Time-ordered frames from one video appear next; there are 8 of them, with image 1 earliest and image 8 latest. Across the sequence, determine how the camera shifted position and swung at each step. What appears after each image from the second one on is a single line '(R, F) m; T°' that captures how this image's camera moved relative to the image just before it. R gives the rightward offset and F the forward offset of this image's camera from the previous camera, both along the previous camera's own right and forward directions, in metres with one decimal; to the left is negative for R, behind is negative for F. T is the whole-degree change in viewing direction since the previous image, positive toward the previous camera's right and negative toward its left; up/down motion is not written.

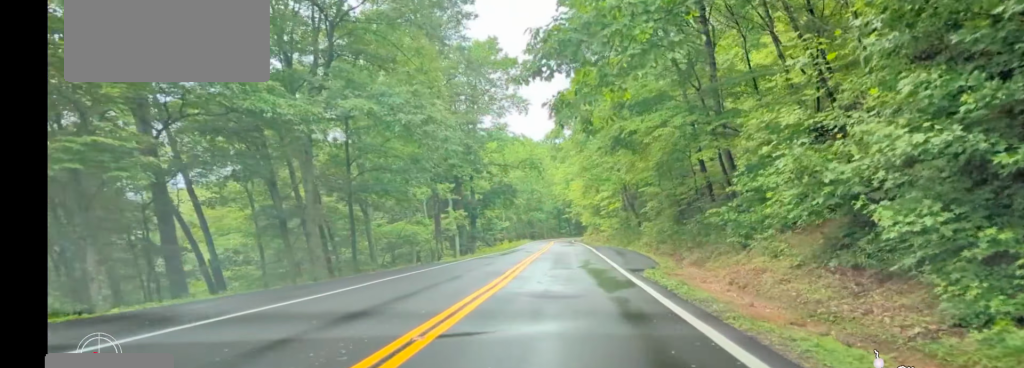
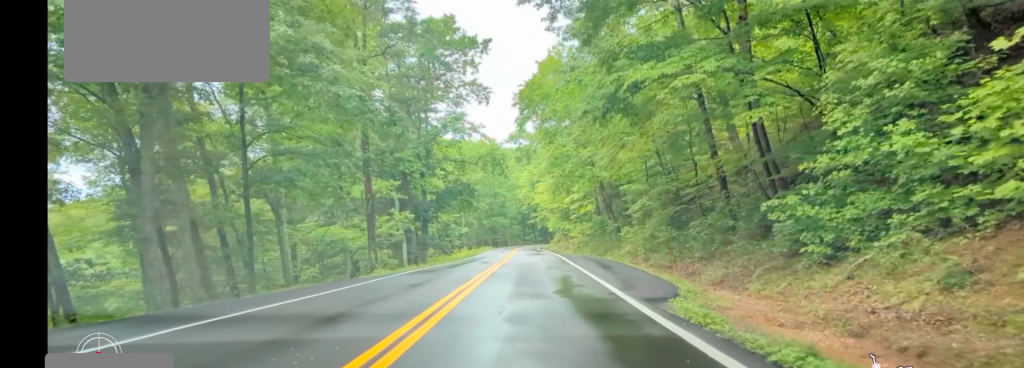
(0.0, +8.7) m; 0°
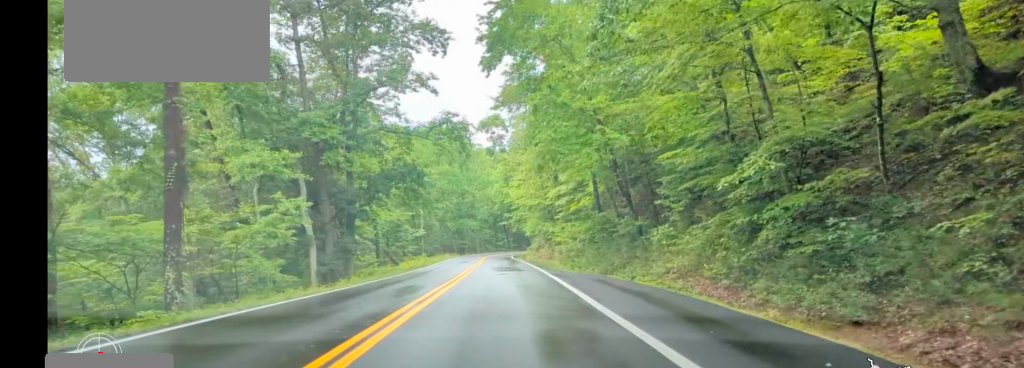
(+0.4, +18.3) m; +3°
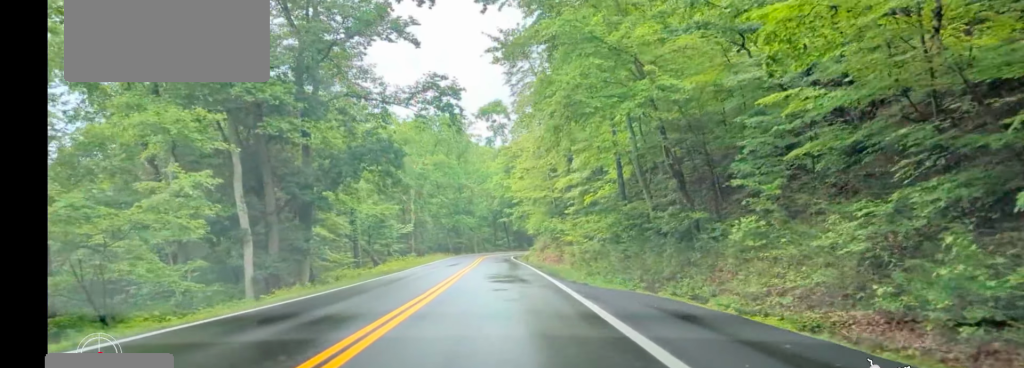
(+0.3, +9.1) m; +2°
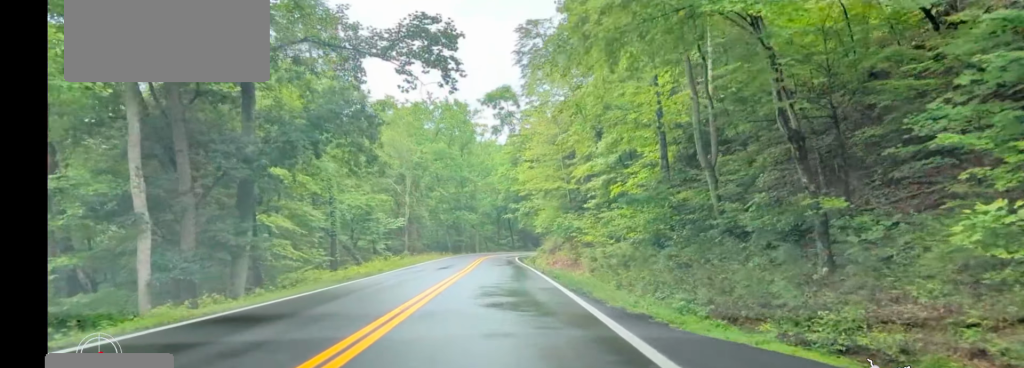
(0.0, +9.3) m; 0°
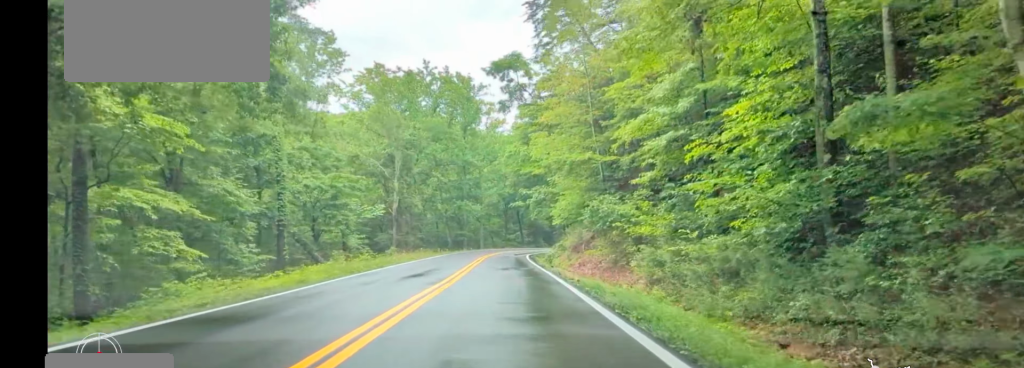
(-0.1, +11.9) m; -1°
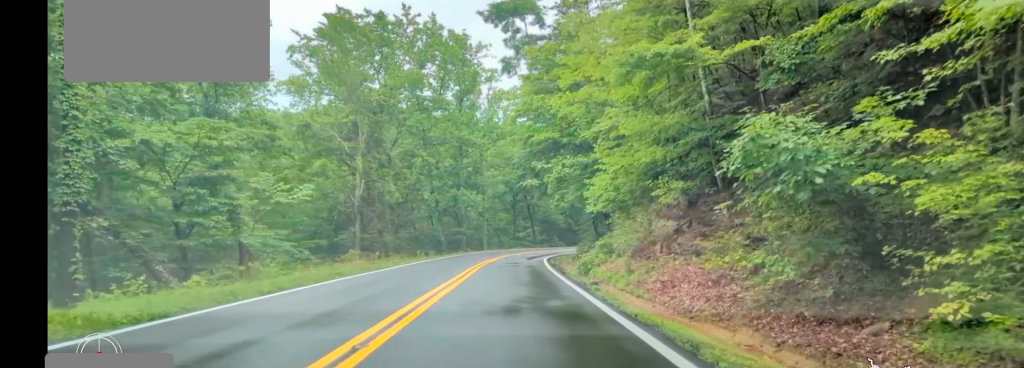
(-0.2, +17.2) m; -1°
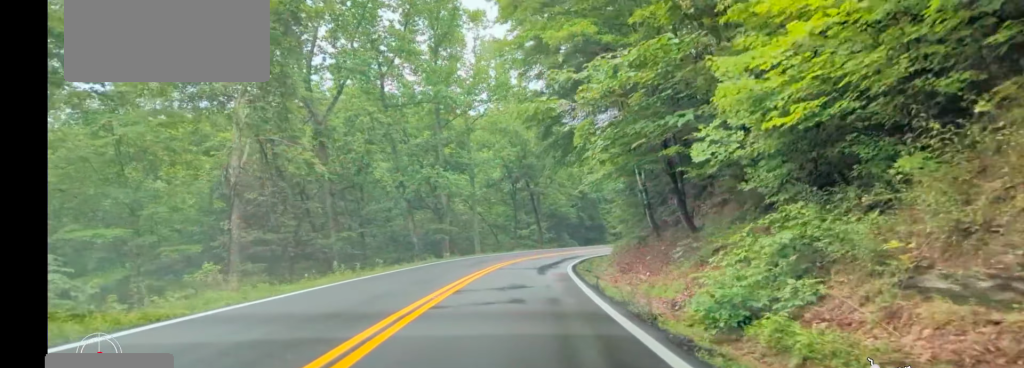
(-0.2, +18.4) m; +1°
